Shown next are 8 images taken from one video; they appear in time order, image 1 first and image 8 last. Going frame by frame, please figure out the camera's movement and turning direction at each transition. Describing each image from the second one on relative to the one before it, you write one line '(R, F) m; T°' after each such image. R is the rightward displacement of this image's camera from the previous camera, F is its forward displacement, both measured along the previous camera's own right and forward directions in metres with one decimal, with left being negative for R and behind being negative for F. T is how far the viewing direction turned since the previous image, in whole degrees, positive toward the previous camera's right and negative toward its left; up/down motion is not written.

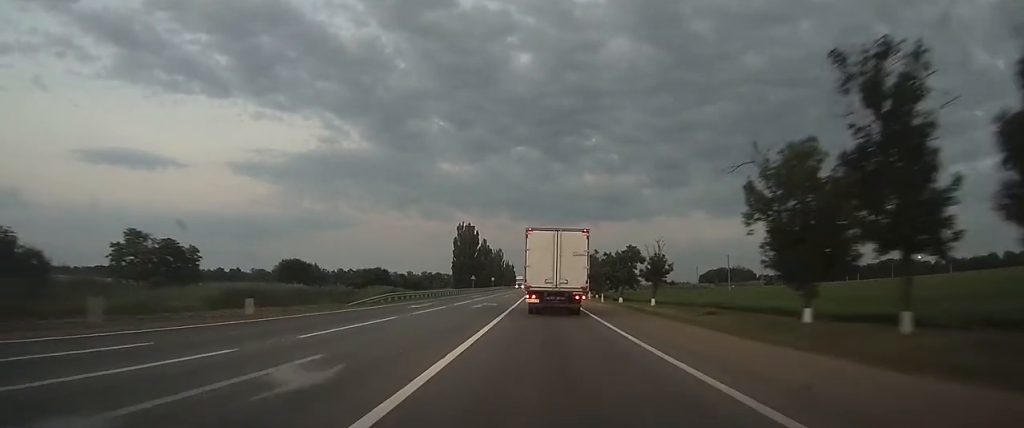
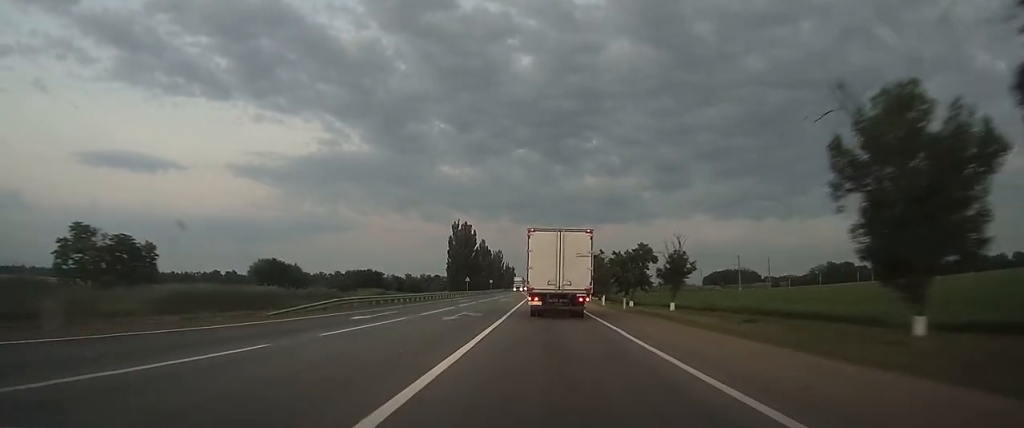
(0.0, +10.6) m; 0°
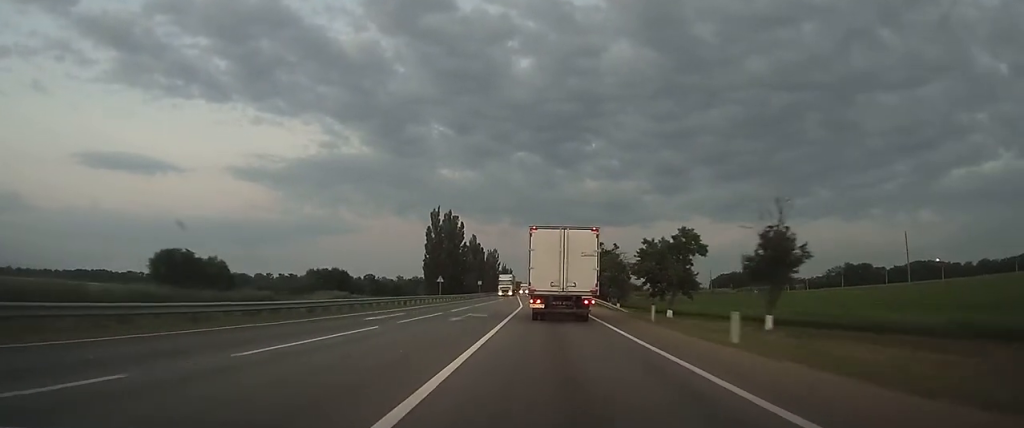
(-0.2, +28.4) m; -1°
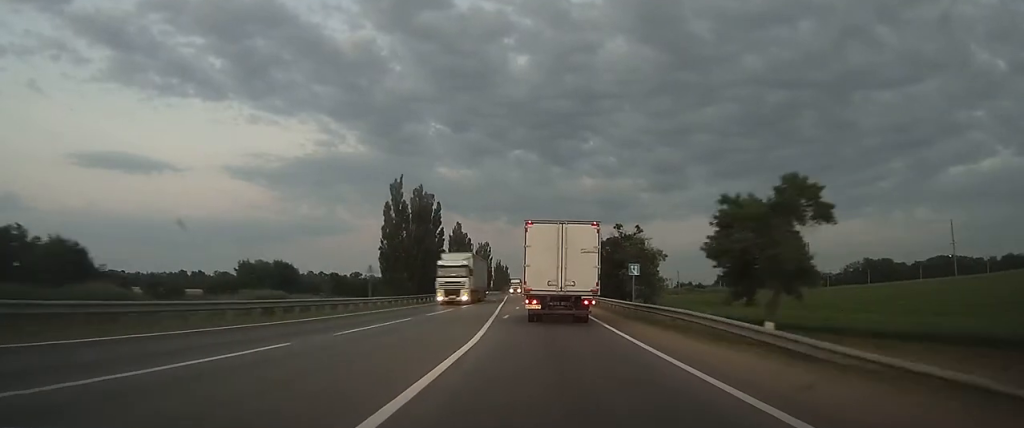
(0.0, +30.8) m; 0°
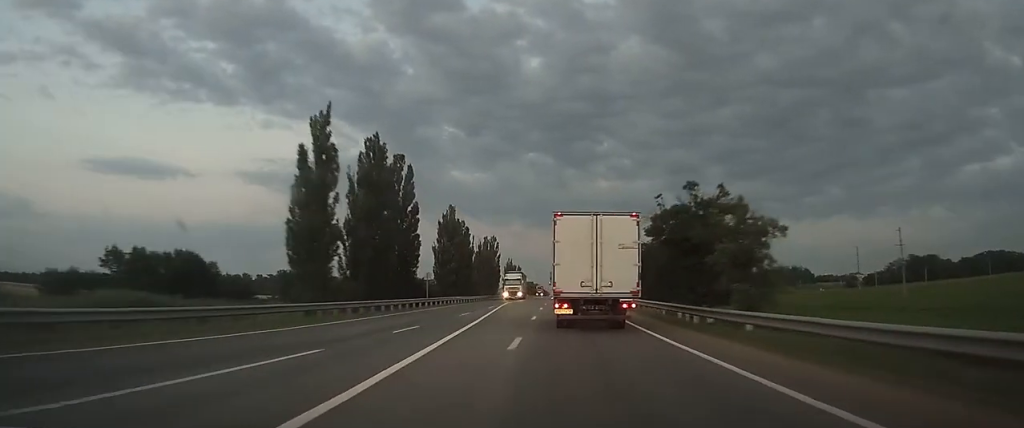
(-0.3, +36.7) m; -1°
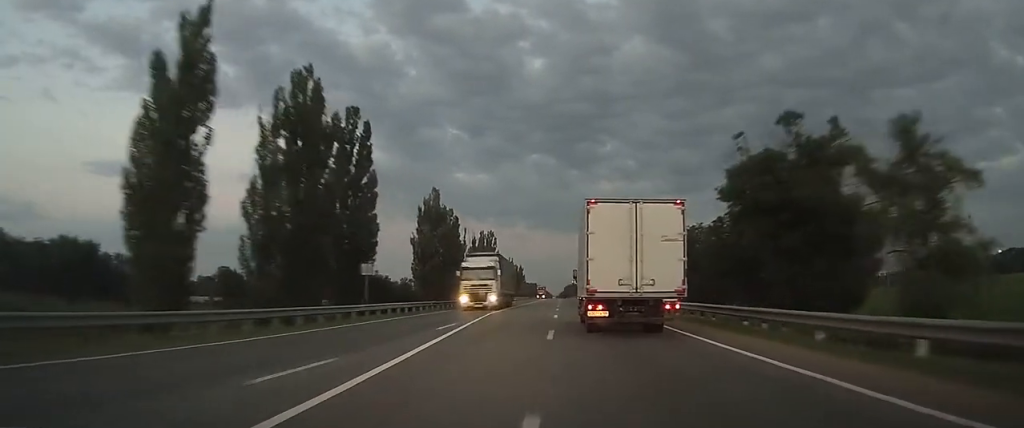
(0.0, +21.9) m; 0°
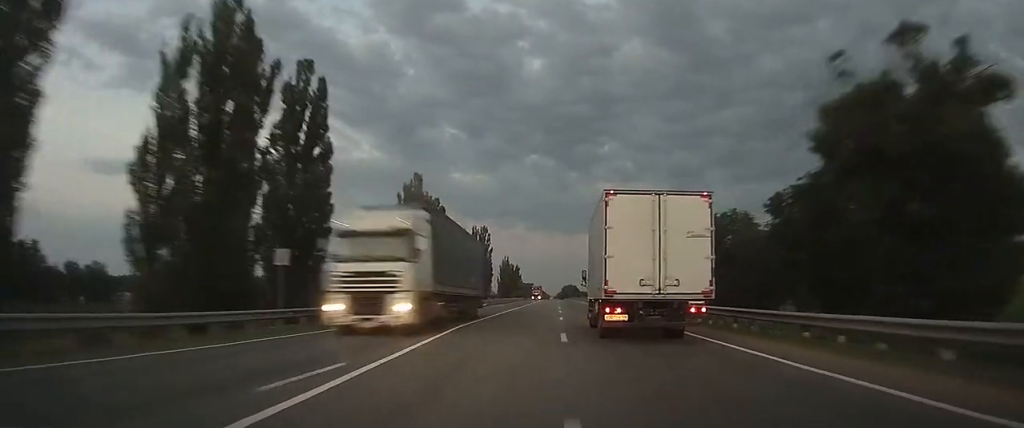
(-0.1, +12.4) m; 0°
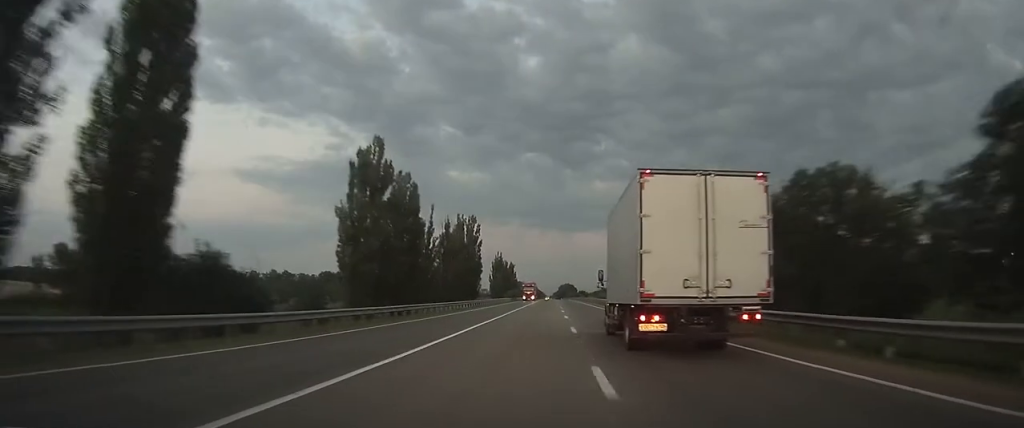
(0.0, +19.7) m; 0°
